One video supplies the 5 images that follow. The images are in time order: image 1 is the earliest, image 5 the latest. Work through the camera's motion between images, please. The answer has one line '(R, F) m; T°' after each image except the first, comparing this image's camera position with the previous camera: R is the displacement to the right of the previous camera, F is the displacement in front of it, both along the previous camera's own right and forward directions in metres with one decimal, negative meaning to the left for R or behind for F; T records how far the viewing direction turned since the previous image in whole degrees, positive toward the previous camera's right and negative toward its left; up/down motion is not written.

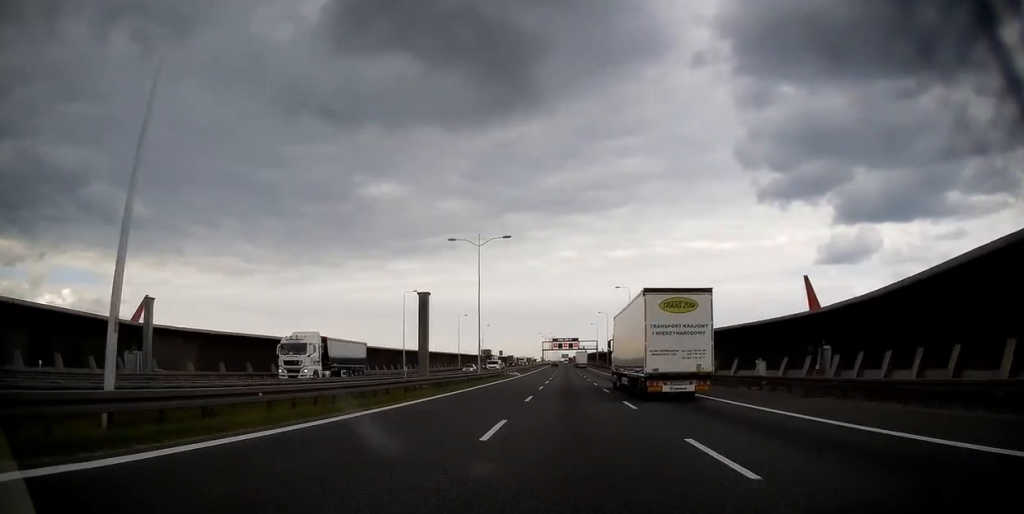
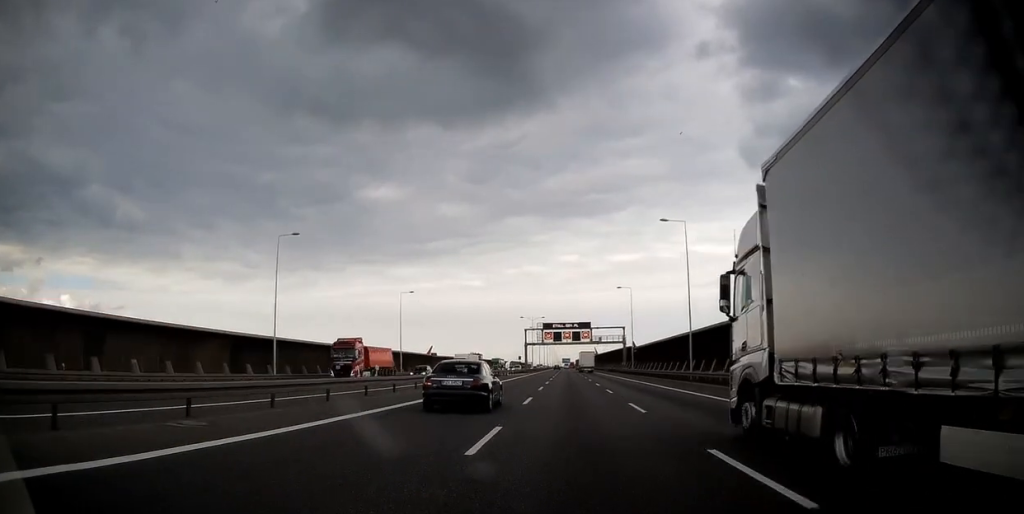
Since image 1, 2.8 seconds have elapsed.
(-0.2, +96.8) m; 0°
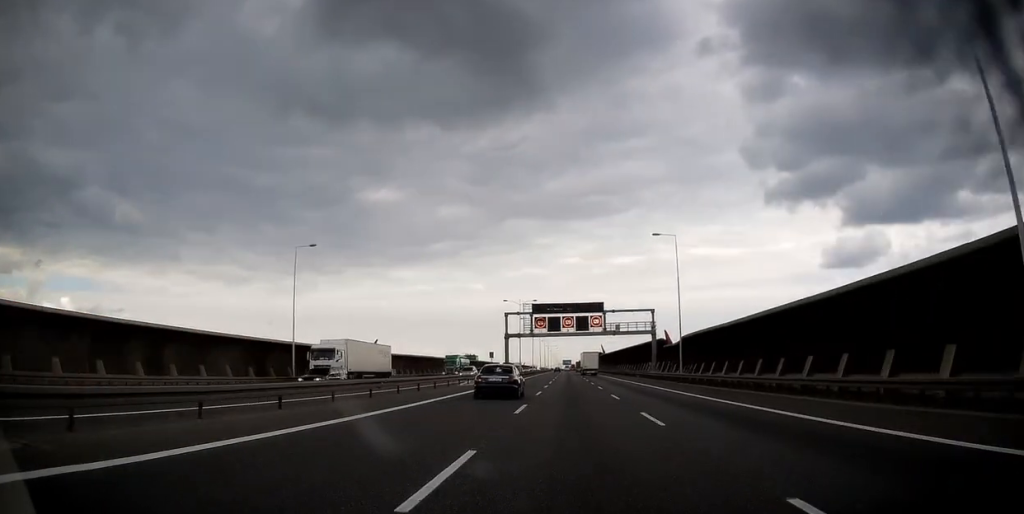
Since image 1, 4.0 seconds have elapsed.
(-0.1, +39.7) m; 0°
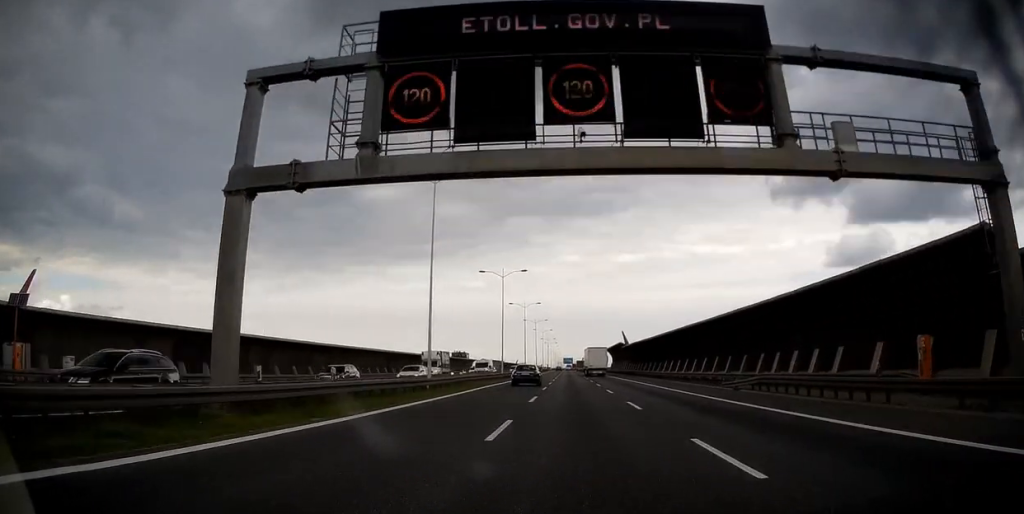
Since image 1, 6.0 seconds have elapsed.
(+0.1, +67.1) m; 0°
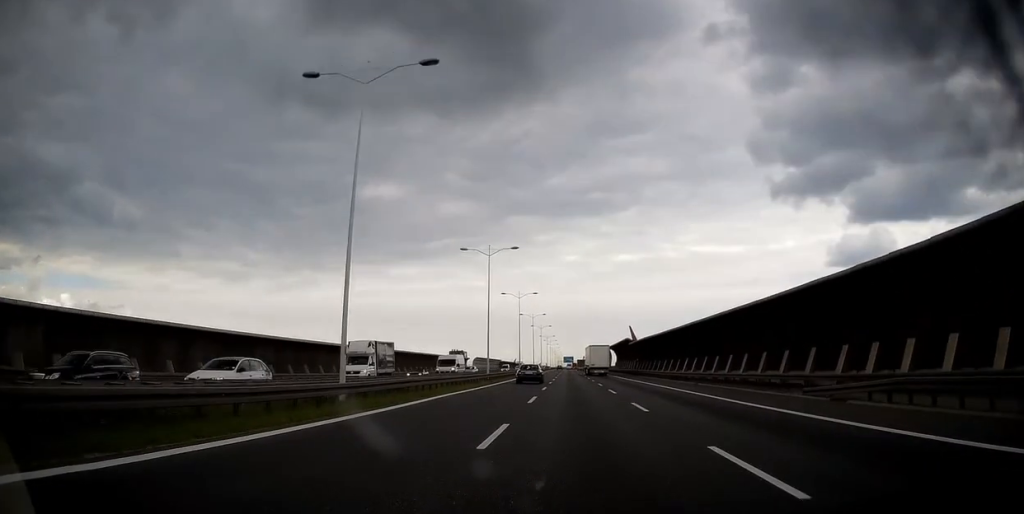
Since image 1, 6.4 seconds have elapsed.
(-0.1, +13.3) m; 0°
